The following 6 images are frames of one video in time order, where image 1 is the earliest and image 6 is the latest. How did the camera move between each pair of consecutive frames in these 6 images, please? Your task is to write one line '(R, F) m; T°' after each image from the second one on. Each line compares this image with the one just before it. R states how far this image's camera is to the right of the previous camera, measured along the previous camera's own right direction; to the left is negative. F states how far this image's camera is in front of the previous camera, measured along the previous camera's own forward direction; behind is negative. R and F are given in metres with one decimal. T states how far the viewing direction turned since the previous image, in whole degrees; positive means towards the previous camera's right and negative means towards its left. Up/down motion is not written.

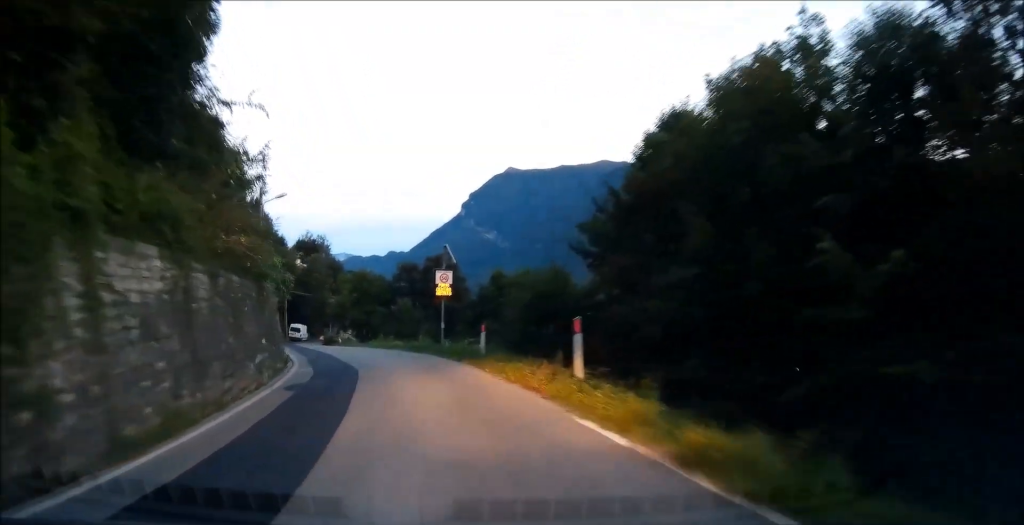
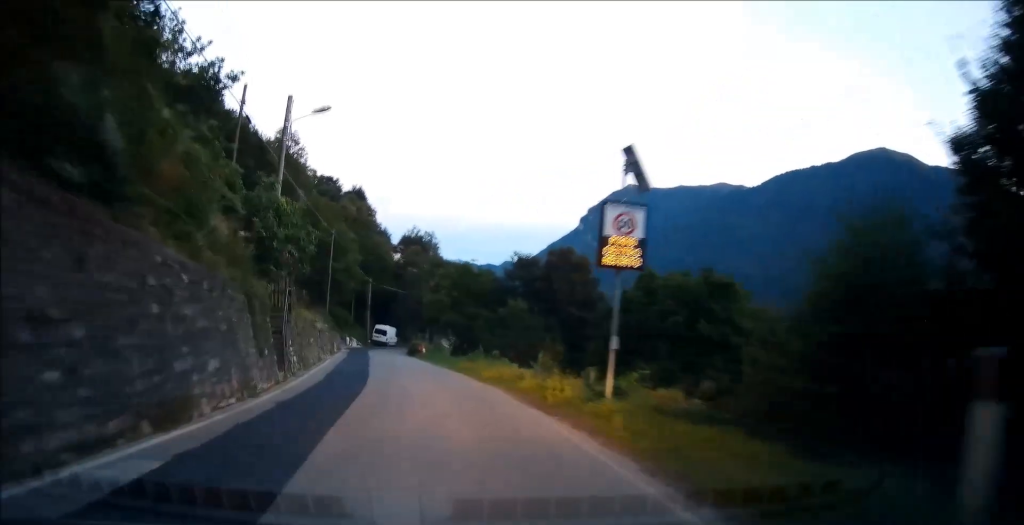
(-1.0, +16.8) m; -6°
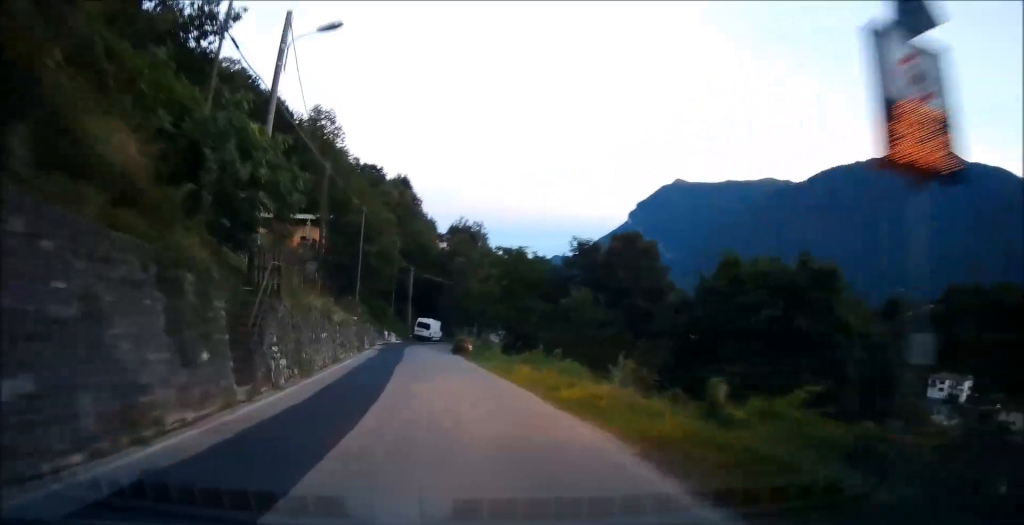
(-0.1, +7.0) m; -4°
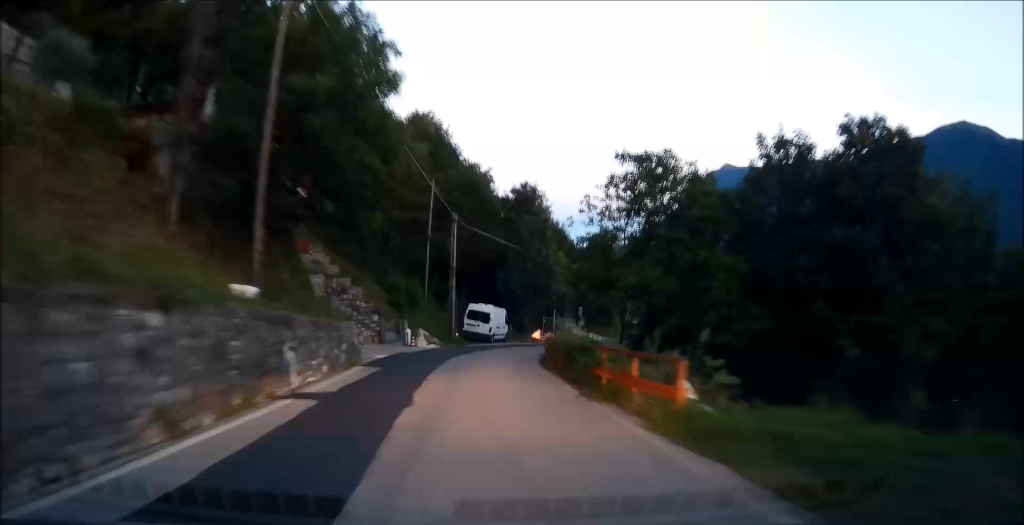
(-2.9, +28.2) m; -5°
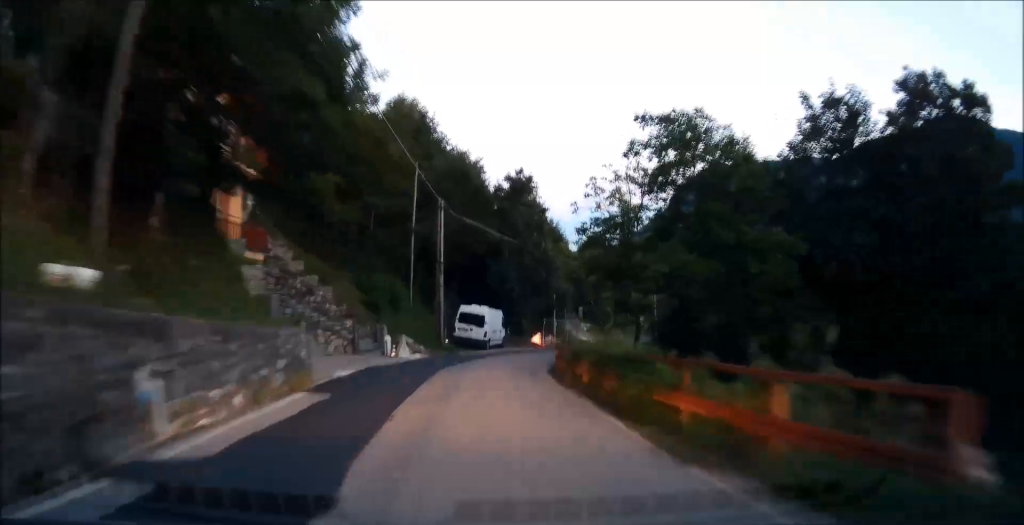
(0.0, +5.6) m; +1°
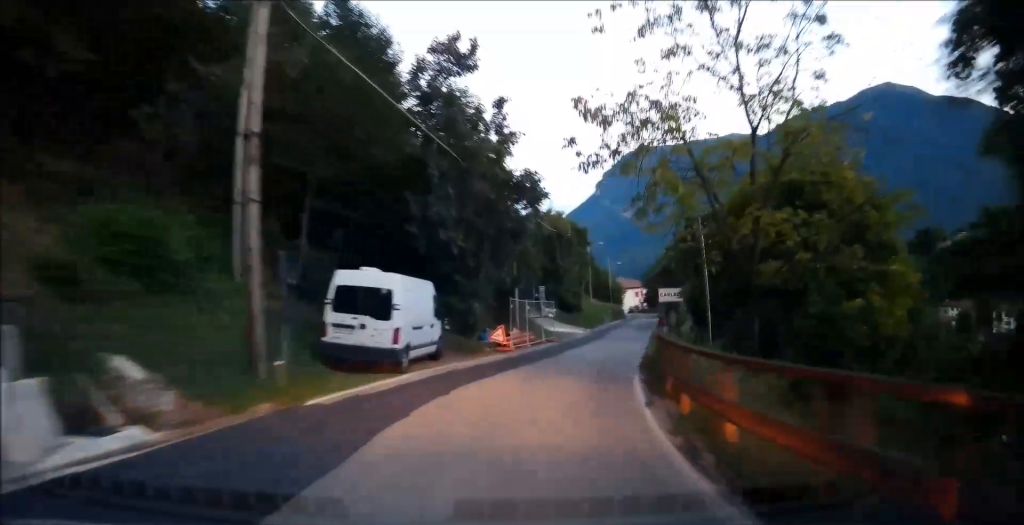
(+0.8, +21.7) m; +6°
